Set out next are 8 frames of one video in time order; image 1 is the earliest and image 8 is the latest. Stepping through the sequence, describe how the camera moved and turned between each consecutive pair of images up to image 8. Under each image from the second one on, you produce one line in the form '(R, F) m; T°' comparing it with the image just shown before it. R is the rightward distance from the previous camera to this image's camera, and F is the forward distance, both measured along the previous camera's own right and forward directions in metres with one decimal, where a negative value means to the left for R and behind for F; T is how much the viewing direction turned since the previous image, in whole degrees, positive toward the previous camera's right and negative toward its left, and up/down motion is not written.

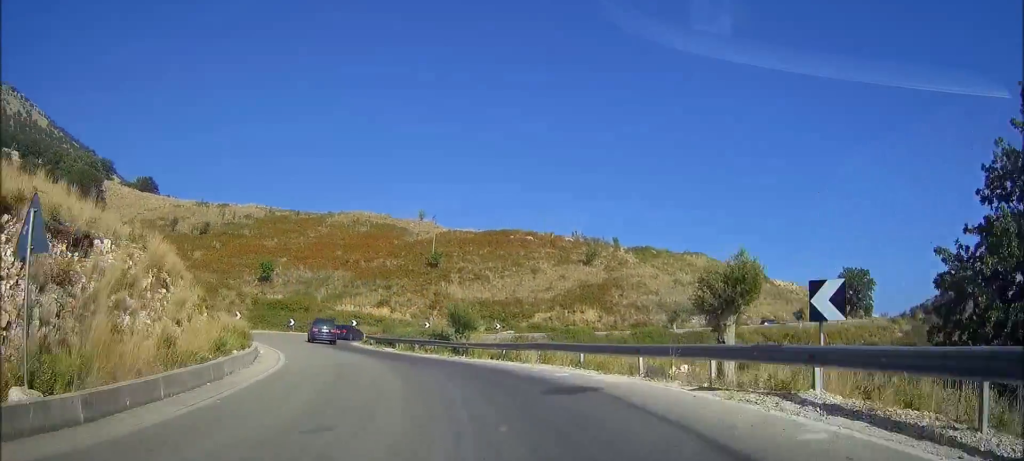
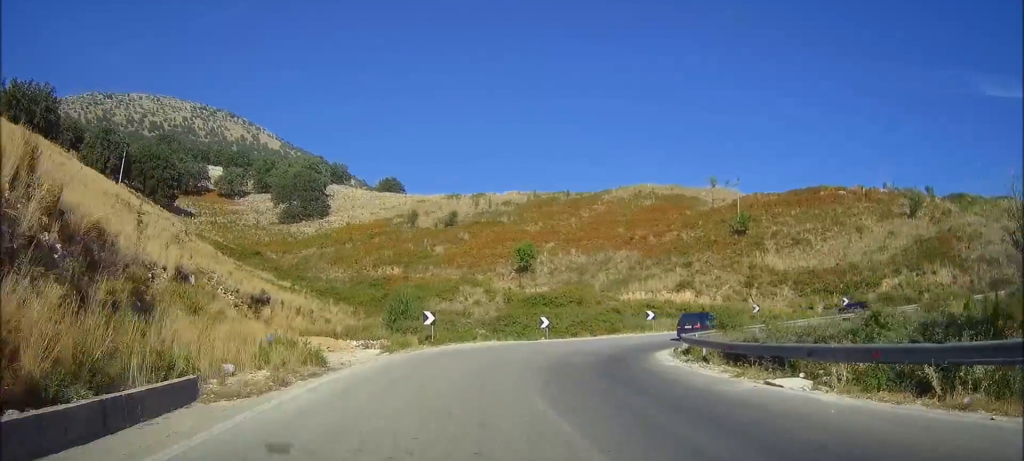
(-5.3, +27.9) m; -16°
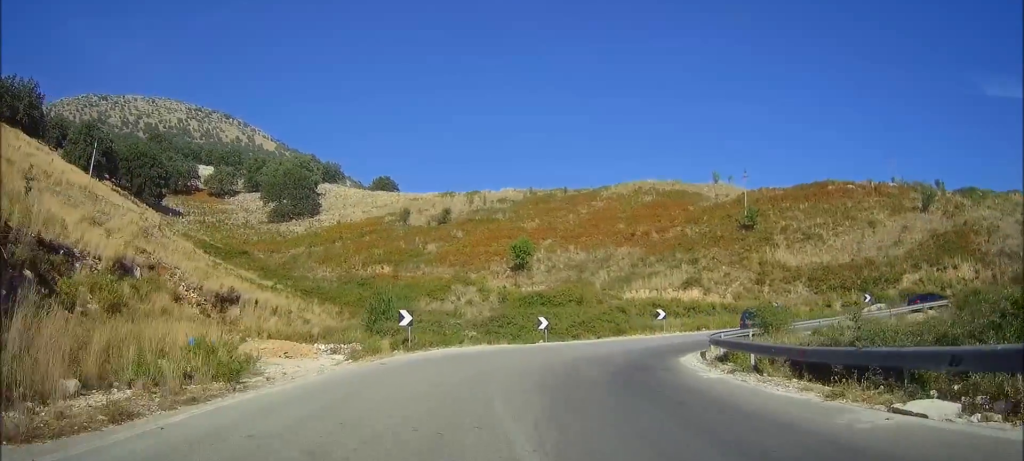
(0.0, +5.3) m; 0°
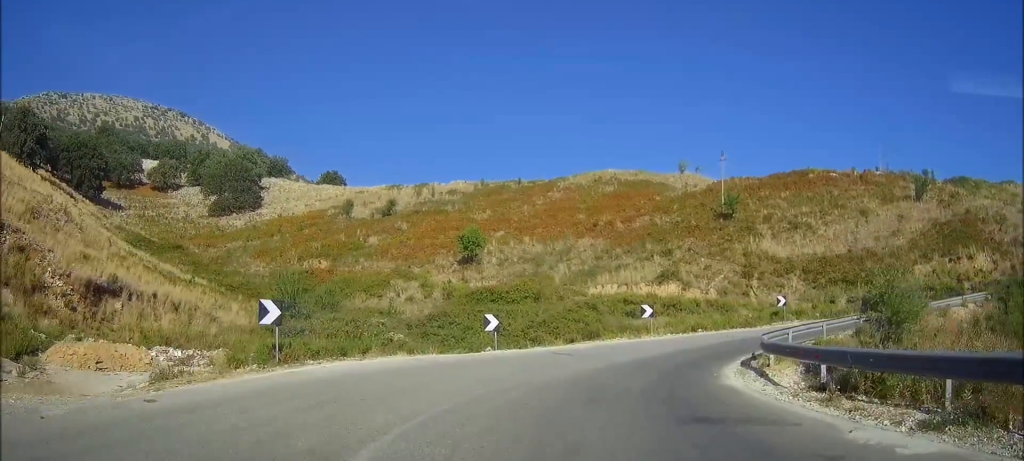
(0.0, +10.3) m; 0°
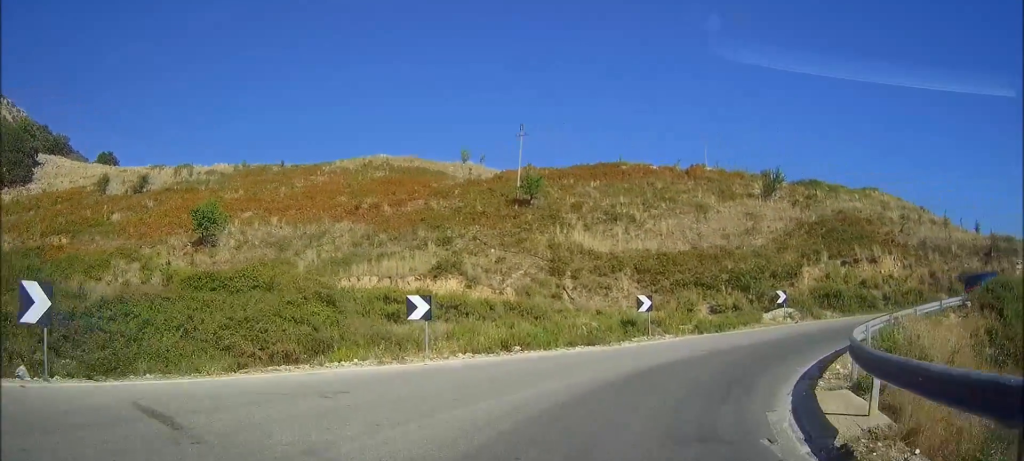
(+2.7, +15.6) m; +28°
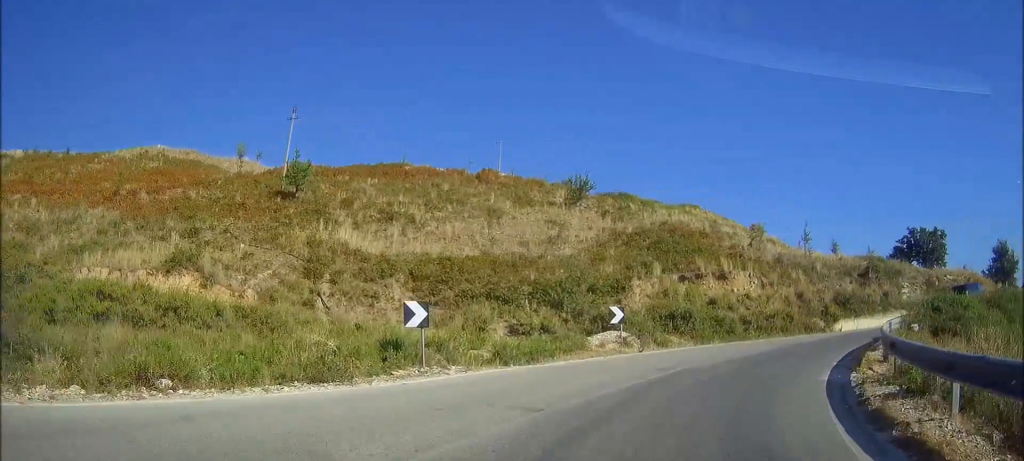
(+2.3, +9.7) m; +18°
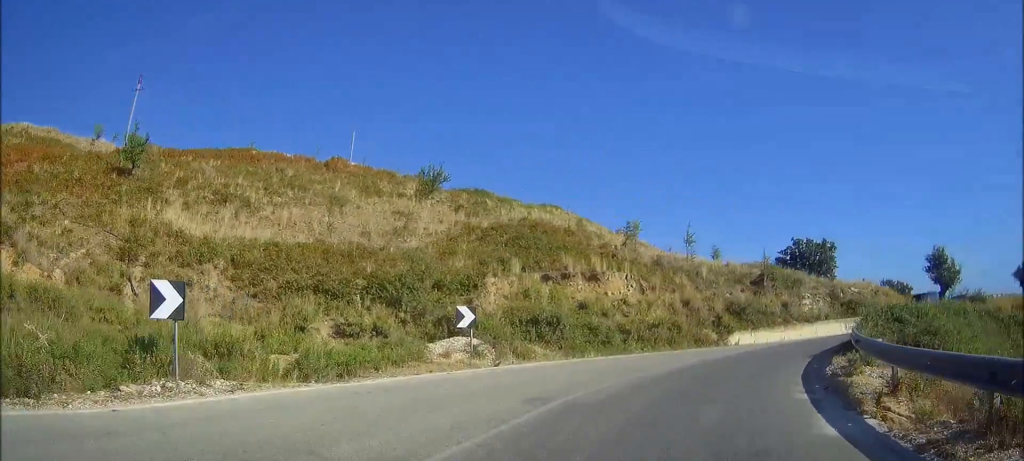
(-0.3, +5.8) m; +9°
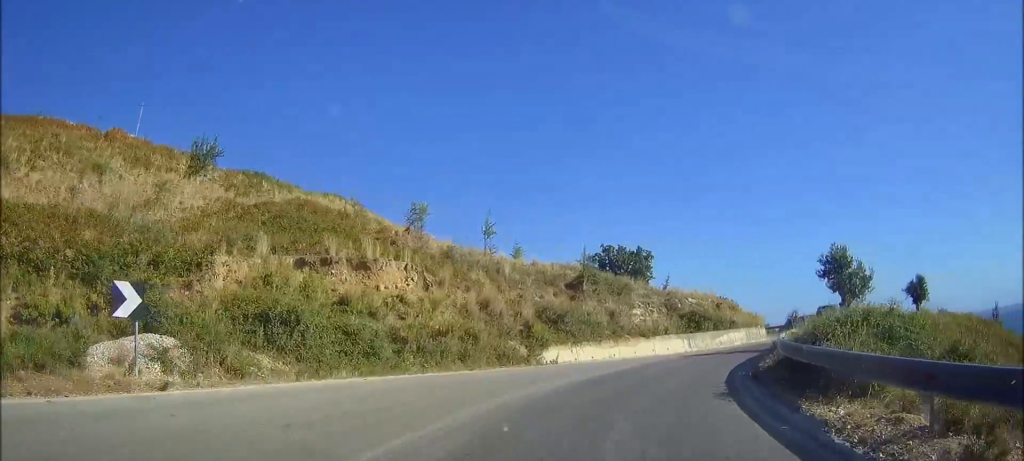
(+1.3, +8.3) m; +15°
